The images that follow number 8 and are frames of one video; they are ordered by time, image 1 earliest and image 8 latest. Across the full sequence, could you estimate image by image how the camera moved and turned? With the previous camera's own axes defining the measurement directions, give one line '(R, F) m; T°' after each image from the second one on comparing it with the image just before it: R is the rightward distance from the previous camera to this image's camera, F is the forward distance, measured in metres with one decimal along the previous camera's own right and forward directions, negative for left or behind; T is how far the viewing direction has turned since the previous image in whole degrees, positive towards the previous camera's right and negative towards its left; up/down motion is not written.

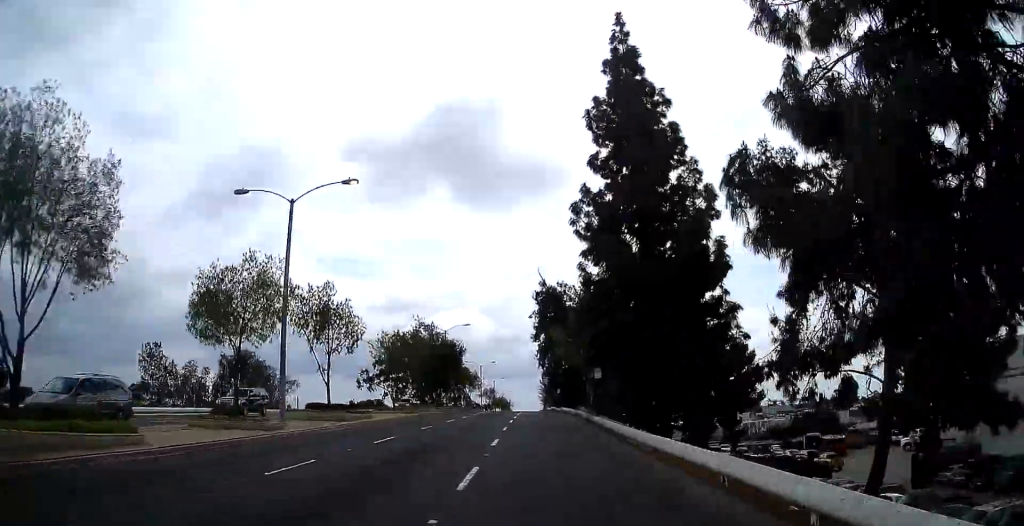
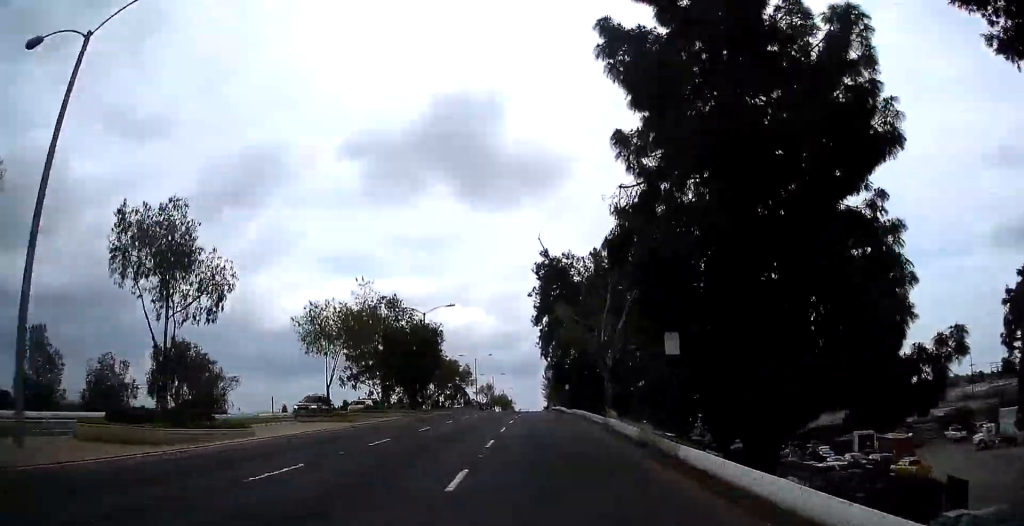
(-0.1, +14.6) m; 0°
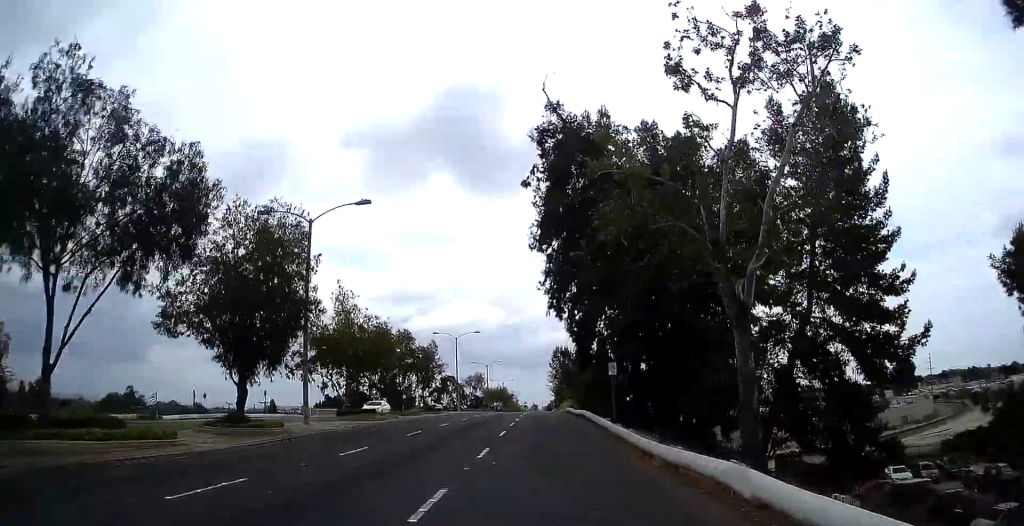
(+0.5, +31.1) m; +1°
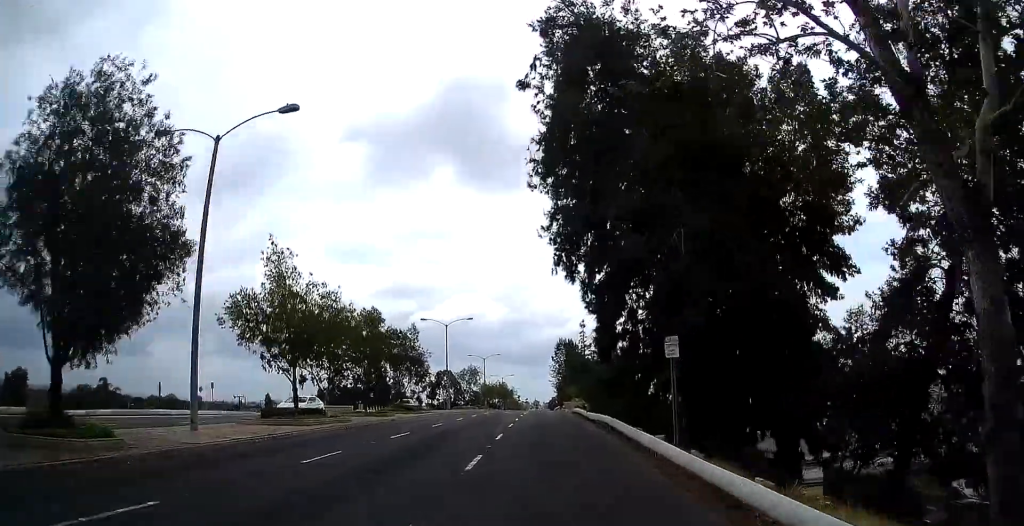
(0.0, +9.8) m; 0°
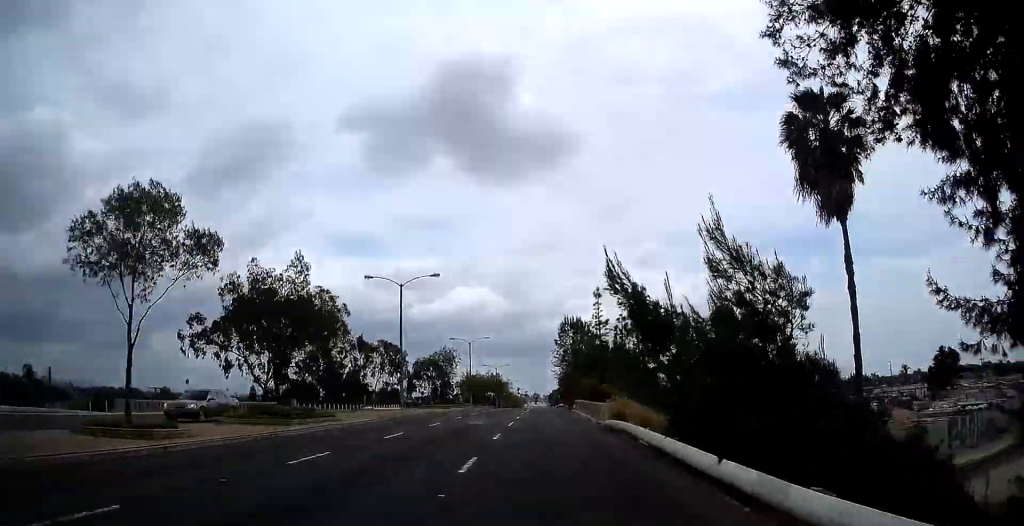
(-0.5, +22.7) m; -1°
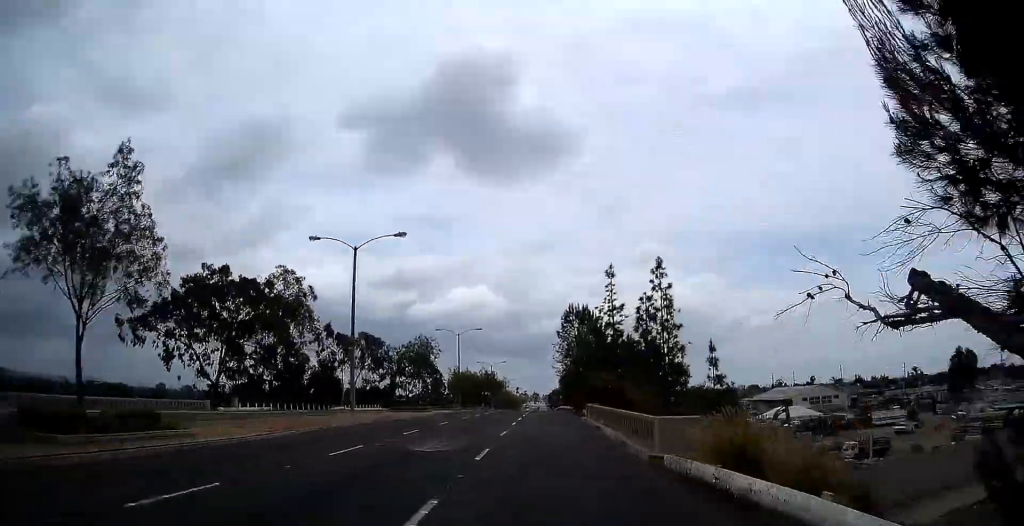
(-0.2, +12.3) m; 0°
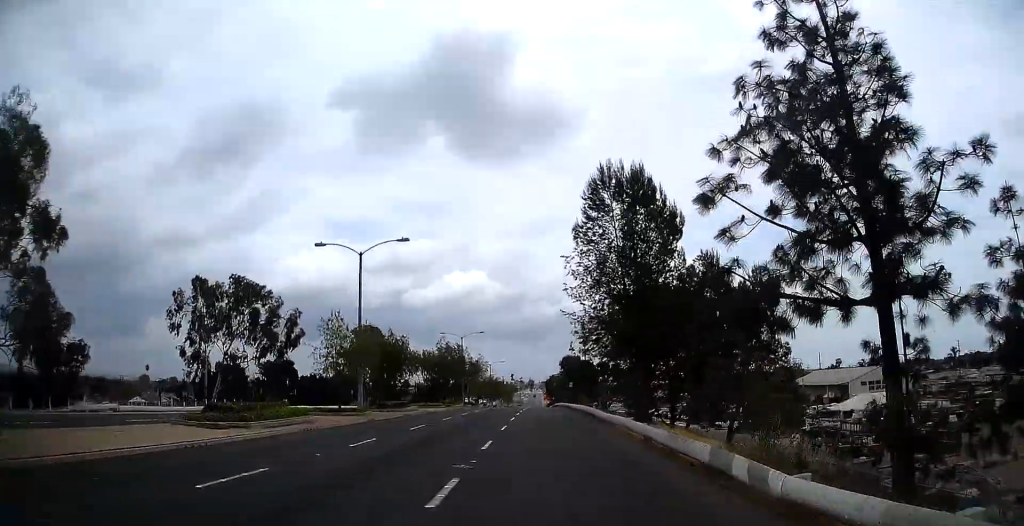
(0.0, +43.1) m; 0°
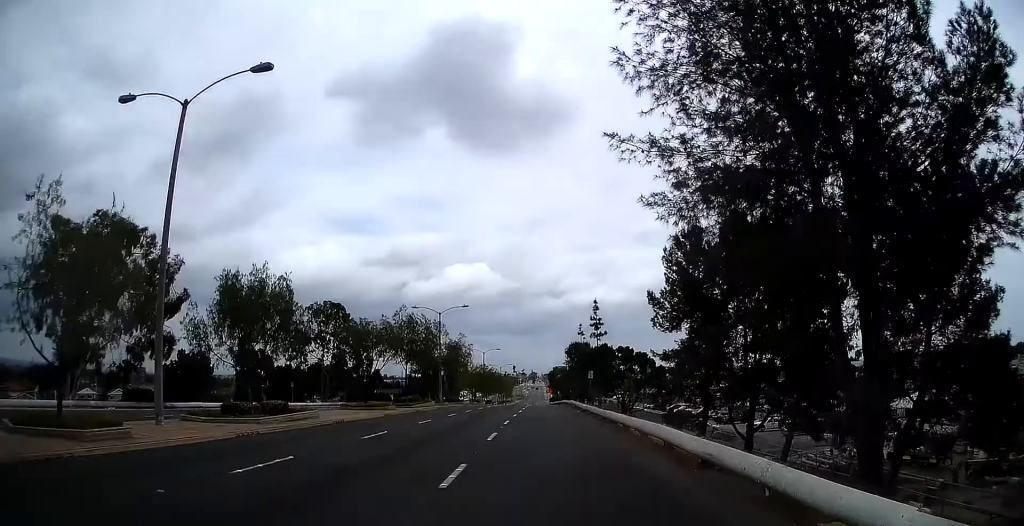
(+0.3, +21.0) m; +1°
